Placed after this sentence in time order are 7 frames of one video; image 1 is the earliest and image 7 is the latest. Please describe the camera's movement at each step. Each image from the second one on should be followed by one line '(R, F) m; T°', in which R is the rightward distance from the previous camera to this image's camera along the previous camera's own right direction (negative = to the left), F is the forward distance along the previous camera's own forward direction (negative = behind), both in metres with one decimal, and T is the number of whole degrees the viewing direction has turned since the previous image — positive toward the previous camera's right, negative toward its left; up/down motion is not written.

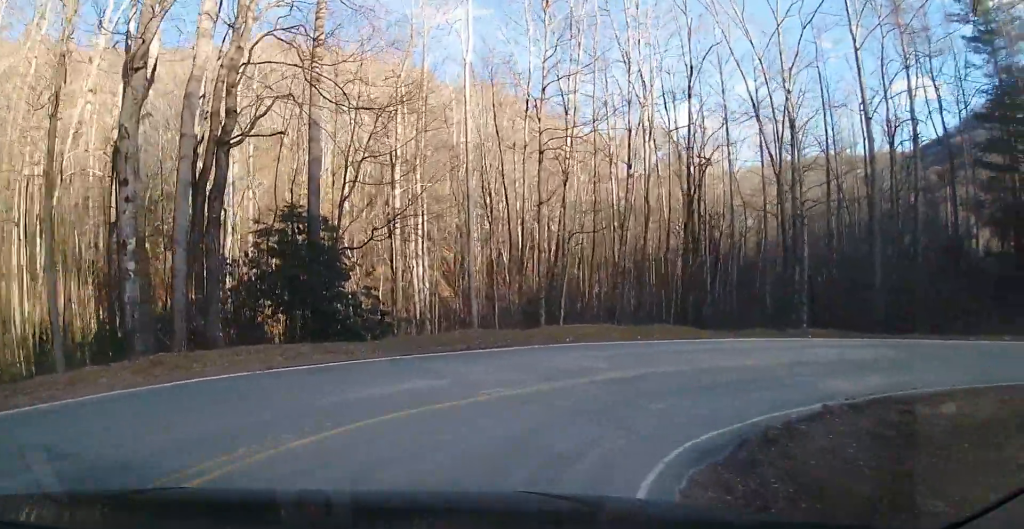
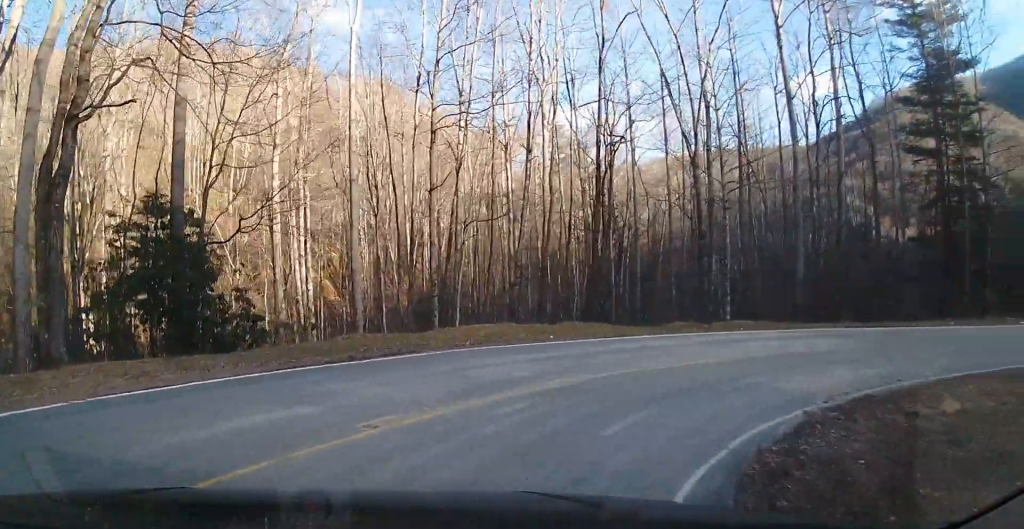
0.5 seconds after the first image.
(+0.3, +3.1) m; +12°
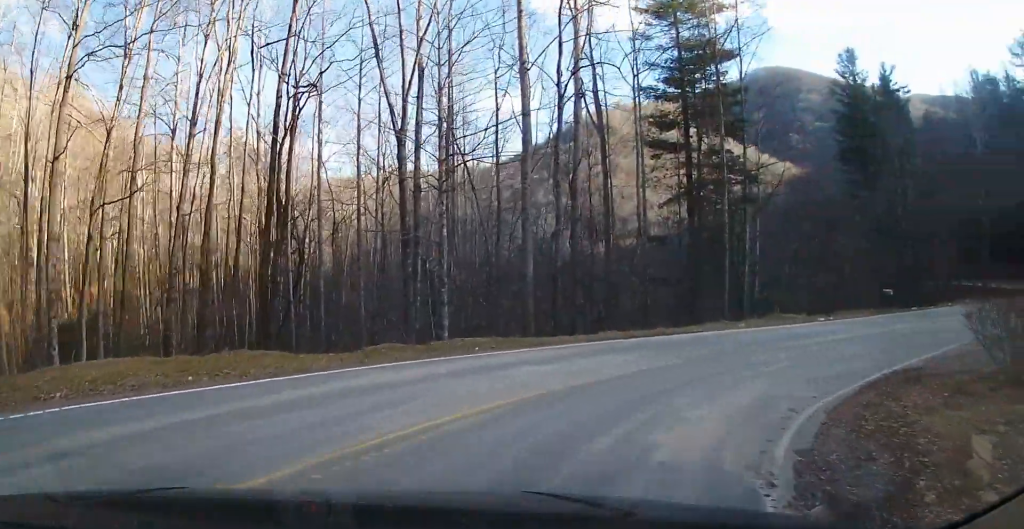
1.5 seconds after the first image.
(+0.8, +6.2) m; +38°
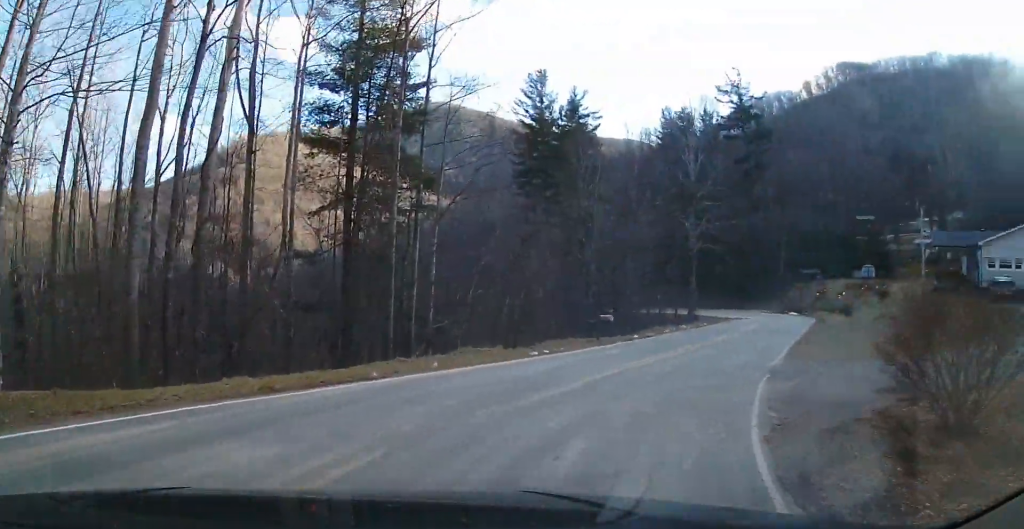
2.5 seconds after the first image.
(+3.1, +3.8) m; +55°
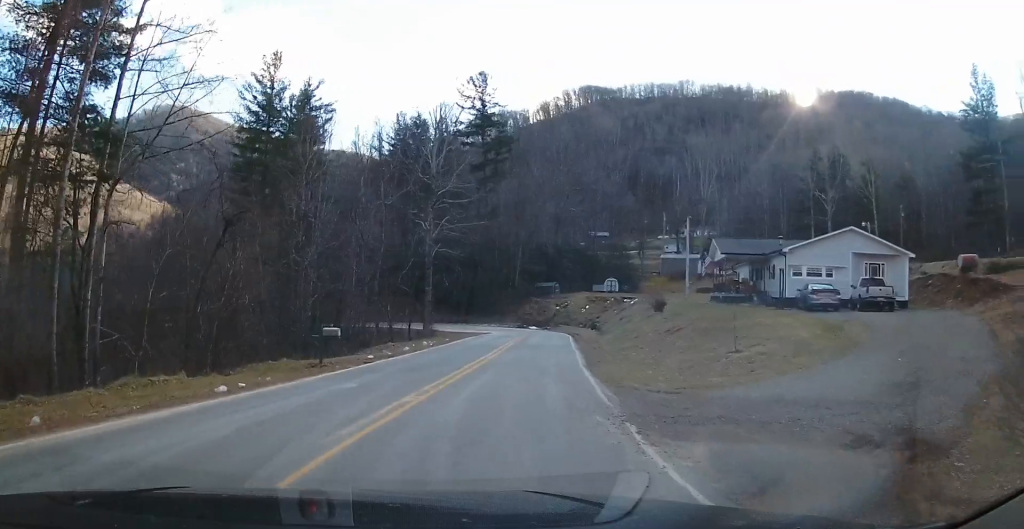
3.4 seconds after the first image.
(+1.4, +6.9) m; +11°
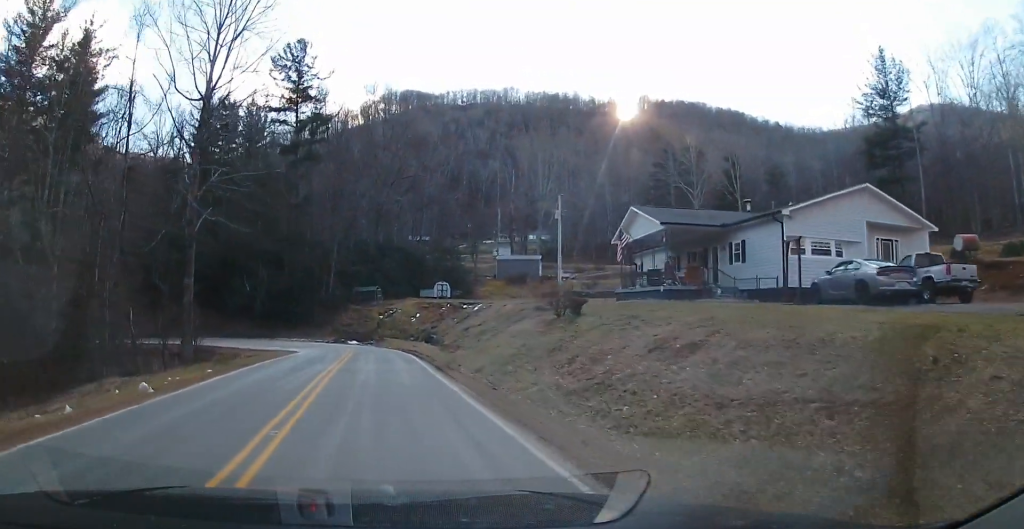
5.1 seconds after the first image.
(-1.1, +19.0) m; -5°
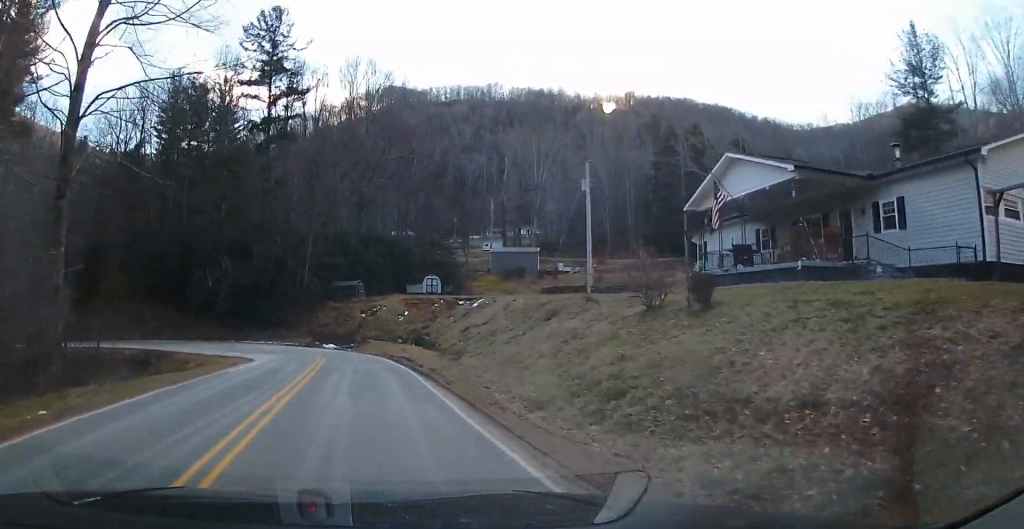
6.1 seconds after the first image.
(+0.1, +12.0) m; 0°
